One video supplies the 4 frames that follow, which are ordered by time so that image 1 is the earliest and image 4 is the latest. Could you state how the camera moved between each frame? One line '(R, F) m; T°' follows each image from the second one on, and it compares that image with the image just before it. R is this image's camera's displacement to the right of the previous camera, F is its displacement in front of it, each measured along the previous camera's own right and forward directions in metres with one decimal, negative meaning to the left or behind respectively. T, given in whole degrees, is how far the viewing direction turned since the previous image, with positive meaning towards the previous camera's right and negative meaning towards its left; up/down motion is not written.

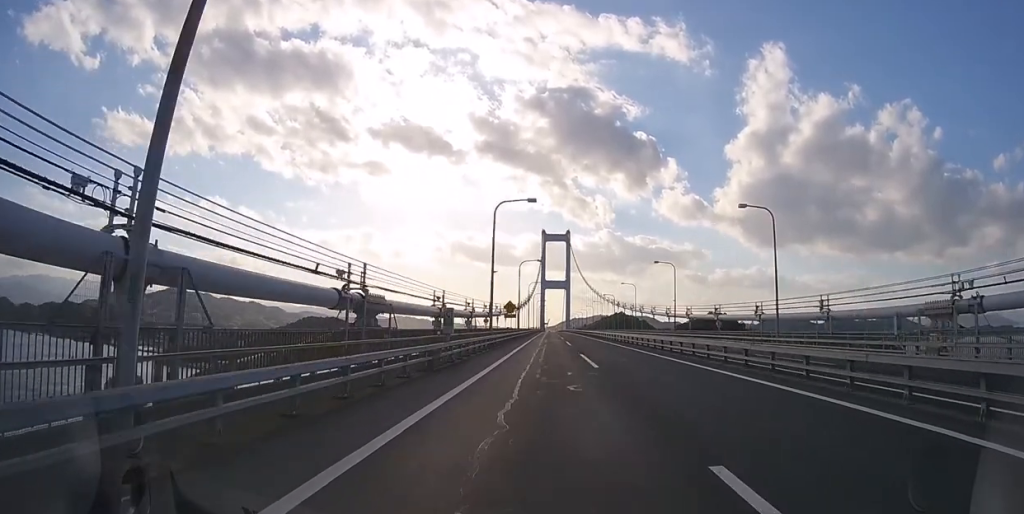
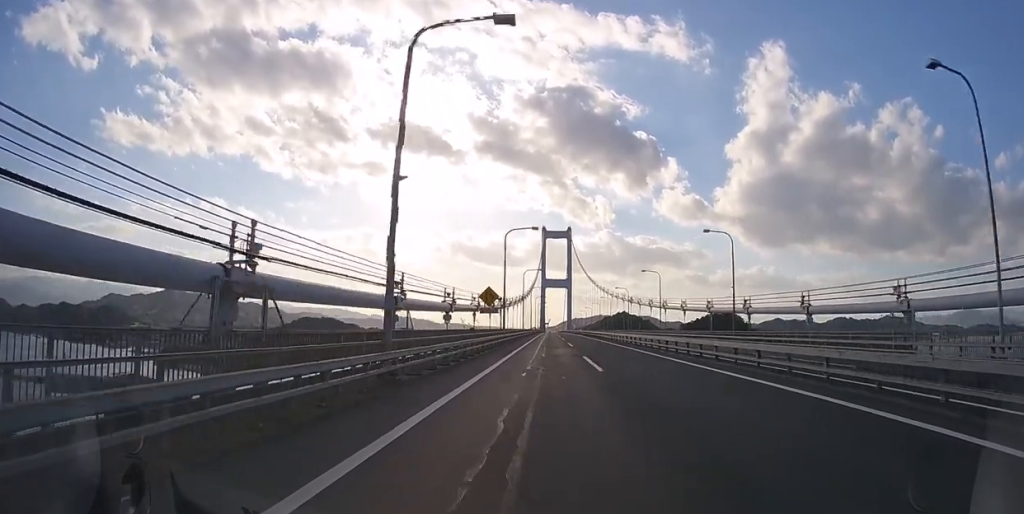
(0.0, +21.4) m; 0°
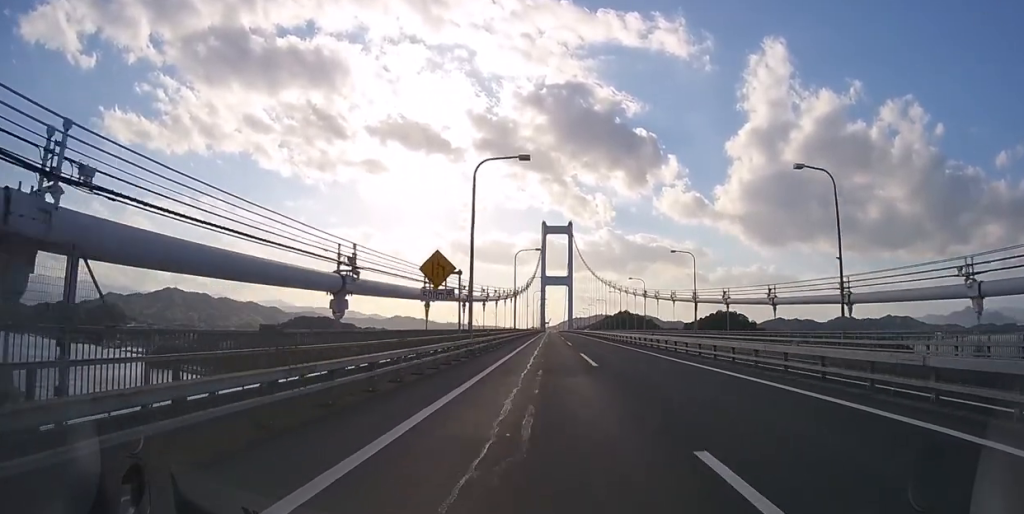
(0.0, +17.7) m; 0°
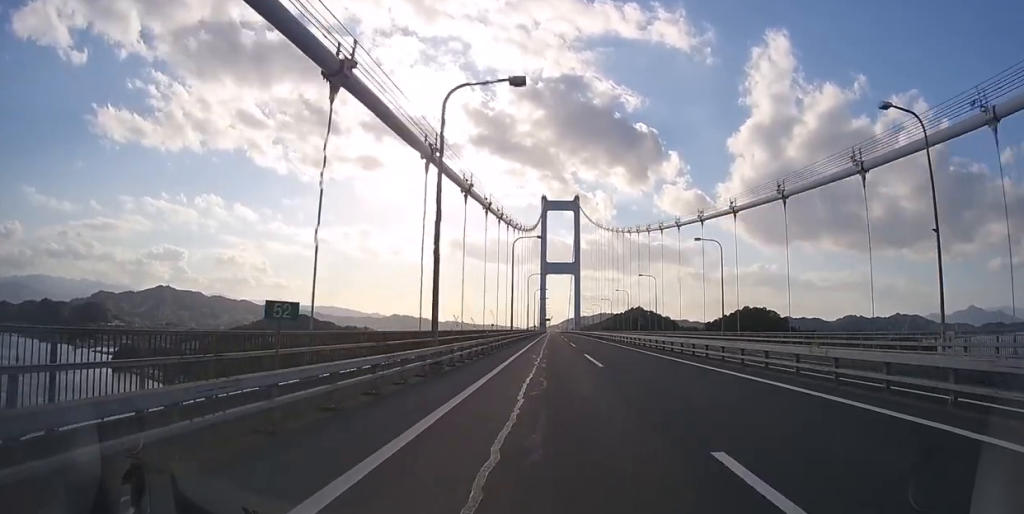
(+0.2, +99.5) m; 0°
